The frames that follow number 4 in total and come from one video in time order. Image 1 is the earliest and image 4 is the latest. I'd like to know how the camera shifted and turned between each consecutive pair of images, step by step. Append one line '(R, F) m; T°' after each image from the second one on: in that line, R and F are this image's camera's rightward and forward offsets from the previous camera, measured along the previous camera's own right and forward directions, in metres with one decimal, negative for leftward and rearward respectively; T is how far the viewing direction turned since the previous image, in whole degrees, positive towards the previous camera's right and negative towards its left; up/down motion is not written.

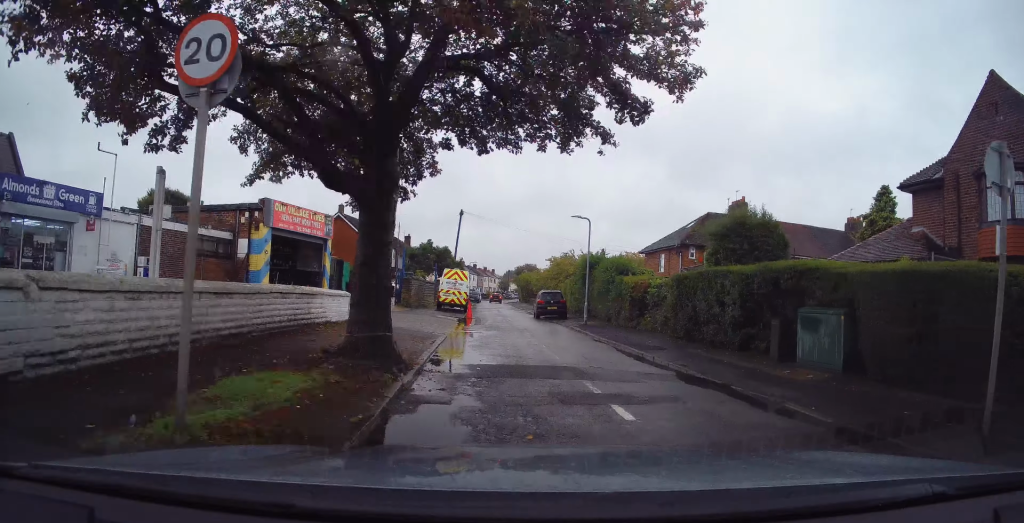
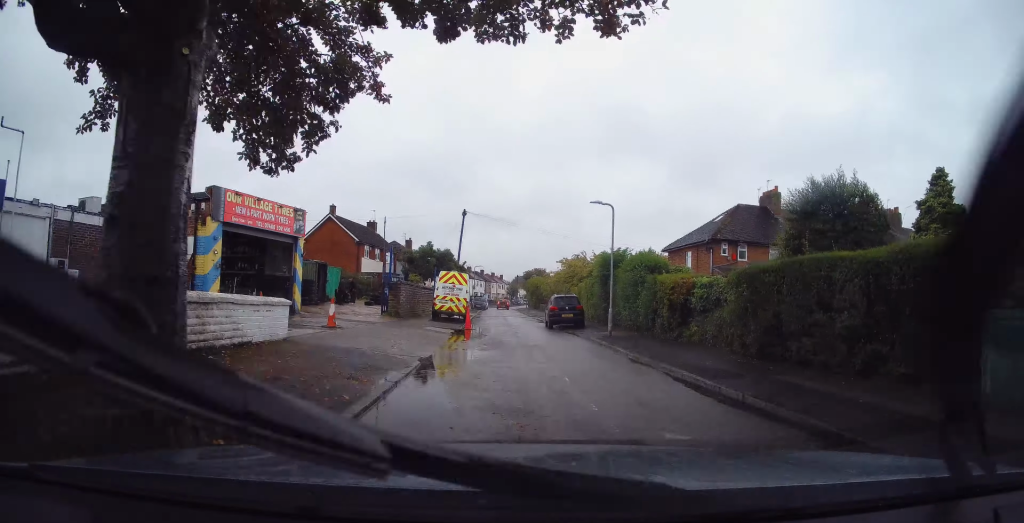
(-0.2, +4.7) m; +1°
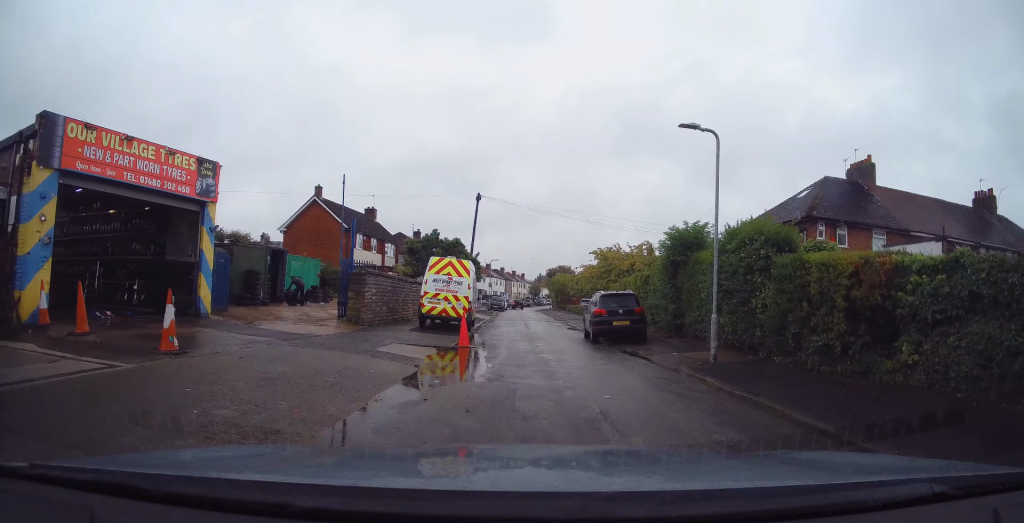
(+0.2, +8.7) m; -4°
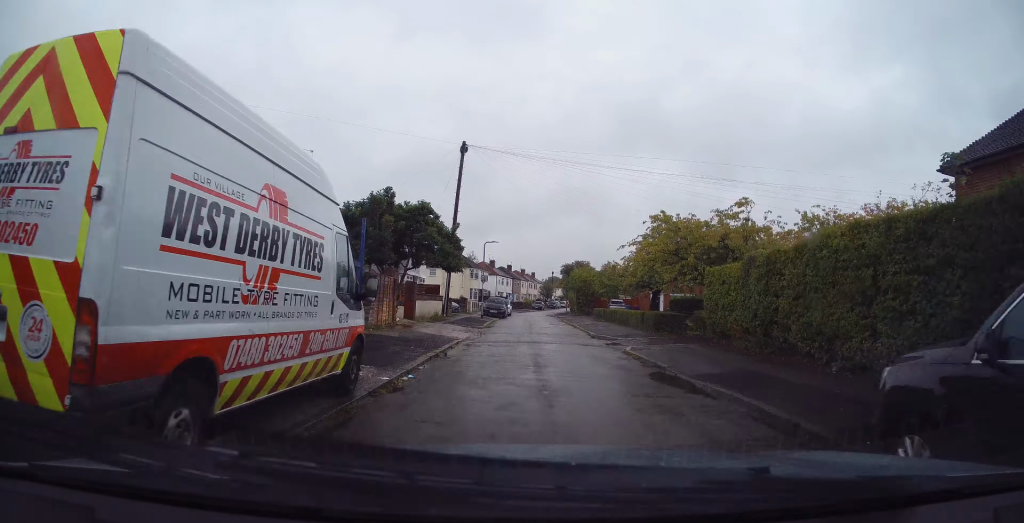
(-0.2, +17.5) m; -2°
